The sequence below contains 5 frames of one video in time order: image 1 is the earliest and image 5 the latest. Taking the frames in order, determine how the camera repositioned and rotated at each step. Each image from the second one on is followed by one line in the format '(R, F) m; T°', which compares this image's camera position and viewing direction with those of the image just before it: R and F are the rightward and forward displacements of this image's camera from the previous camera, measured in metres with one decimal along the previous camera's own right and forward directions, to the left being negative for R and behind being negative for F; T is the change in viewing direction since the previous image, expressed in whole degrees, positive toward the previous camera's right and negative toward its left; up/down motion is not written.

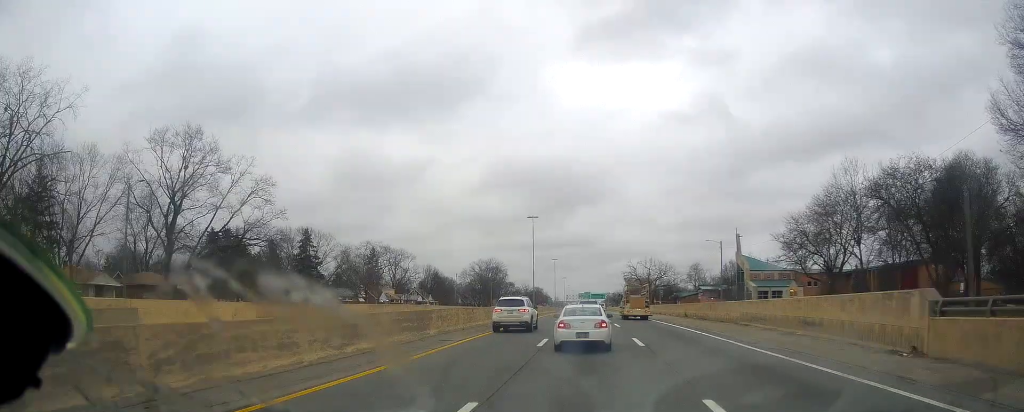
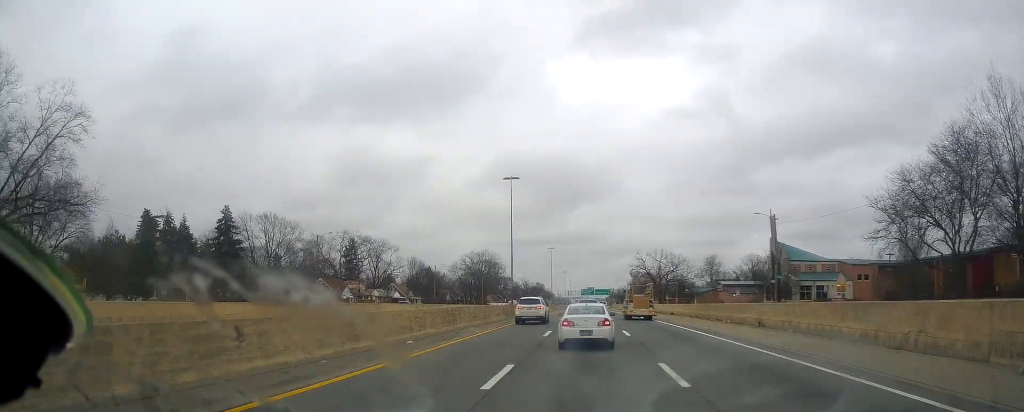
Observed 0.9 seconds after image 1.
(-0.4, +25.1) m; 0°
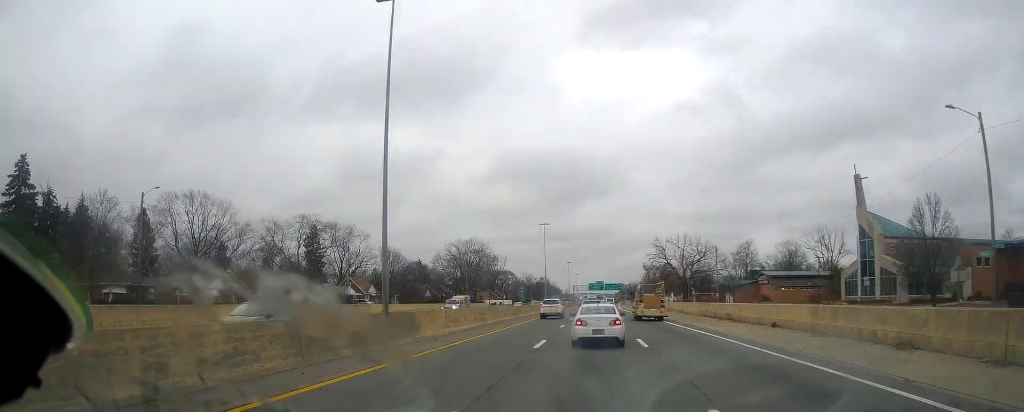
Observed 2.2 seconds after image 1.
(+0.5, +36.8) m; +1°
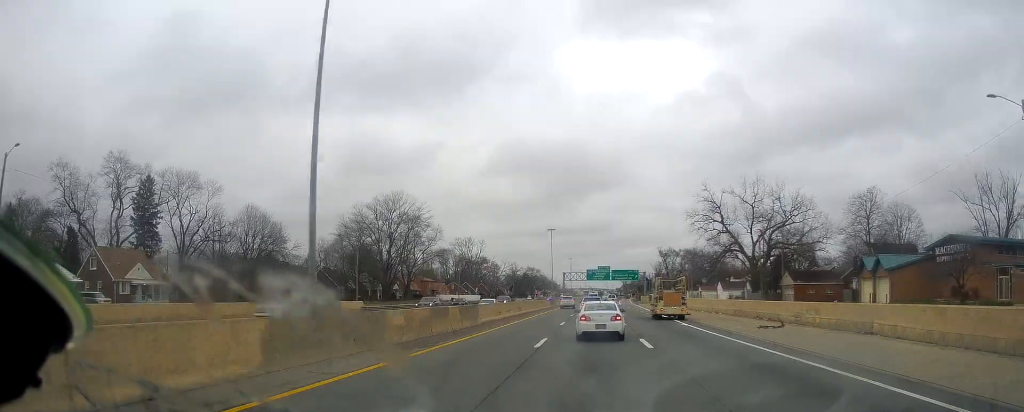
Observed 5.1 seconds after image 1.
(-3.4, +77.4) m; -3°
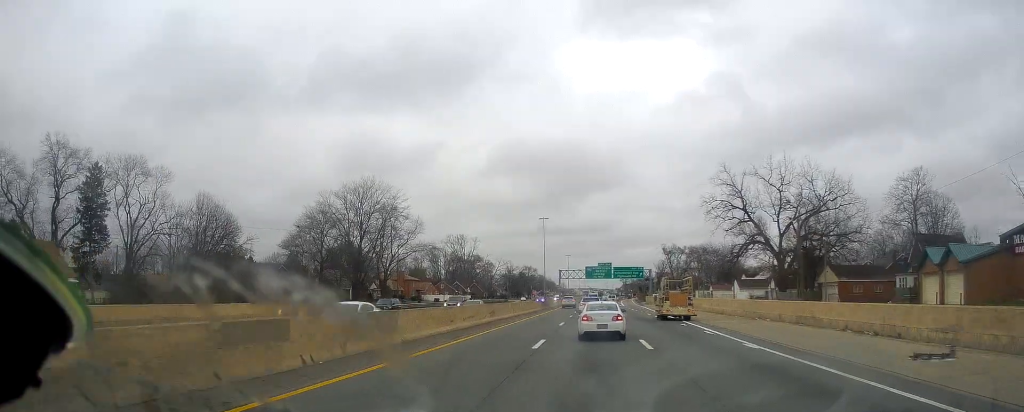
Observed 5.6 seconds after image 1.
(+0.1, +15.5) m; 0°
